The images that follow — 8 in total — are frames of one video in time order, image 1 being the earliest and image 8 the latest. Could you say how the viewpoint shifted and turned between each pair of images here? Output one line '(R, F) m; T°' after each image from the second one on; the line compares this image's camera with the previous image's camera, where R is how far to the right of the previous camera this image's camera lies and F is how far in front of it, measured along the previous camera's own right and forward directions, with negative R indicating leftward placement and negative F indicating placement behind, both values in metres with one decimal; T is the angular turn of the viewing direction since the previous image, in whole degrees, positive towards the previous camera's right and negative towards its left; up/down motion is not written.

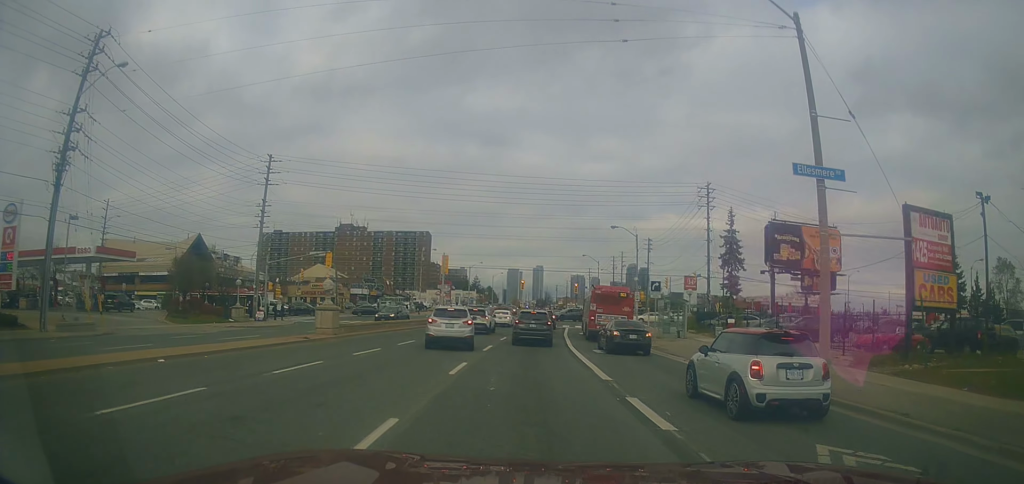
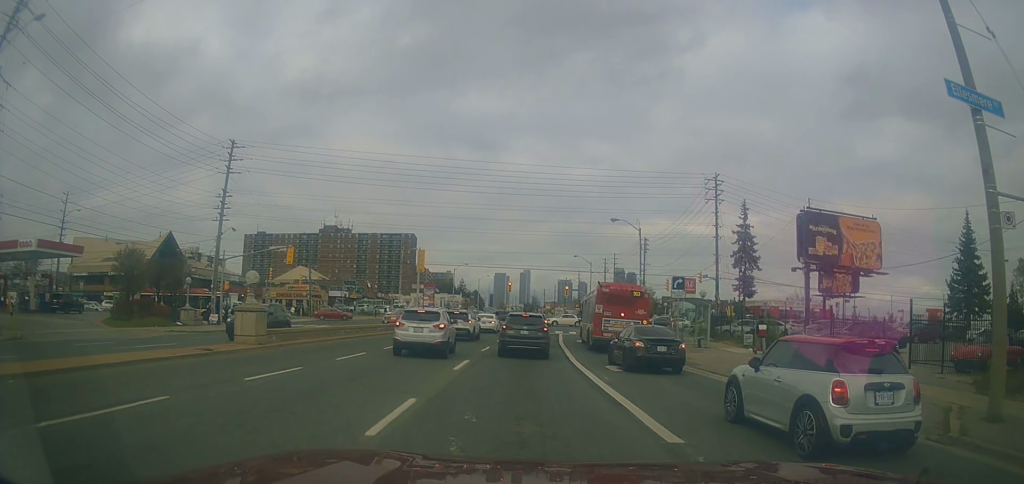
(-0.1, +7.4) m; +1°
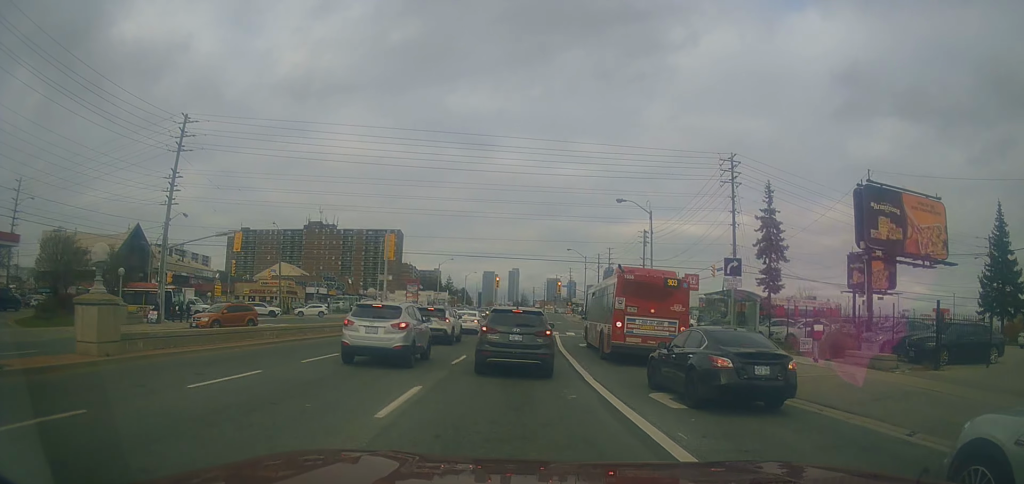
(+0.4, +8.3) m; +2°
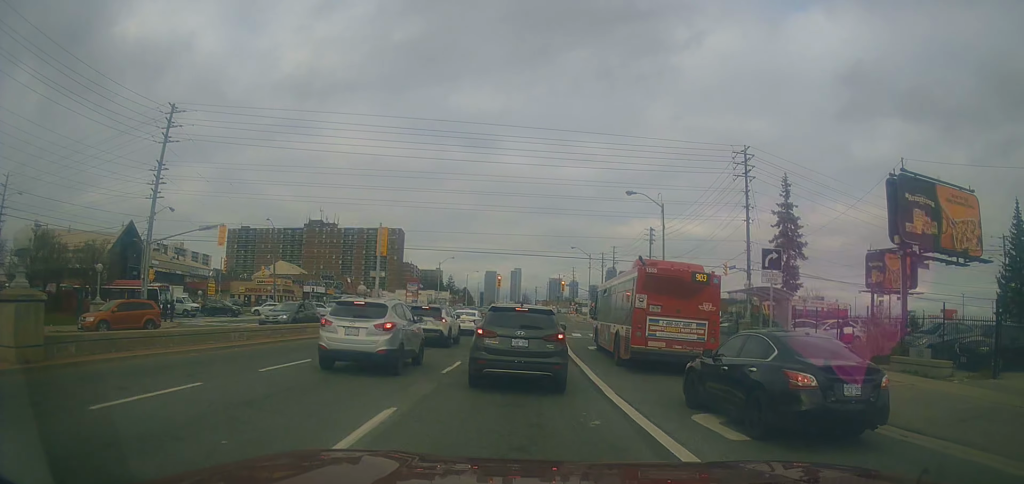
(0.0, +3.2) m; +1°
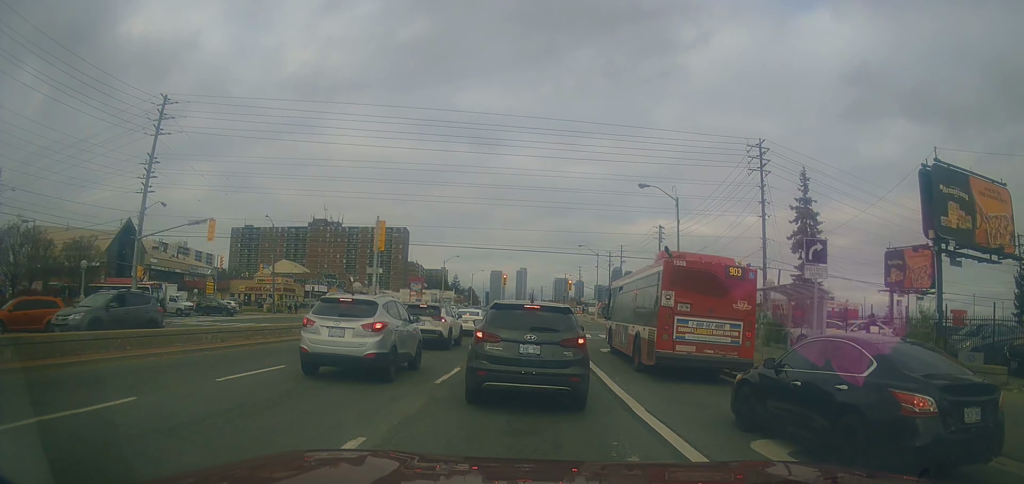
(+0.1, +2.8) m; +1°
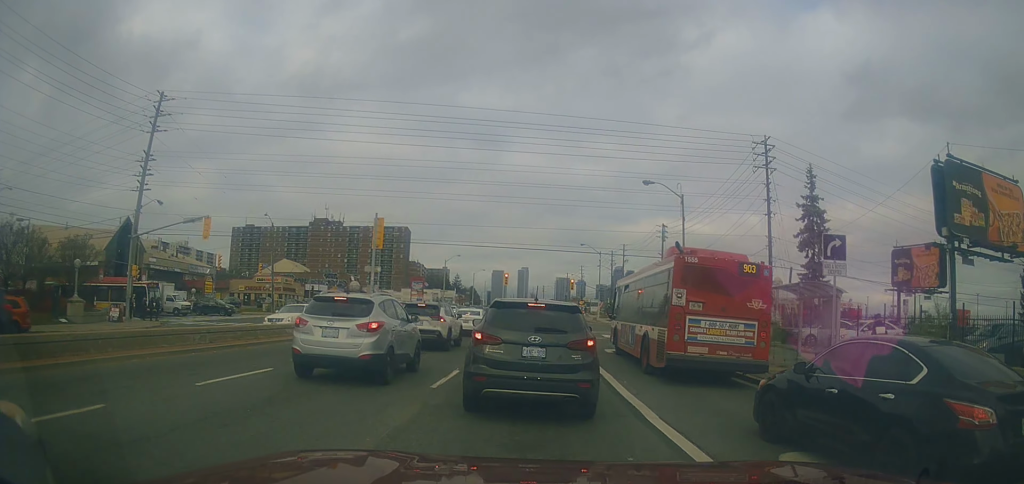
(+0.1, +1.1) m; 0°
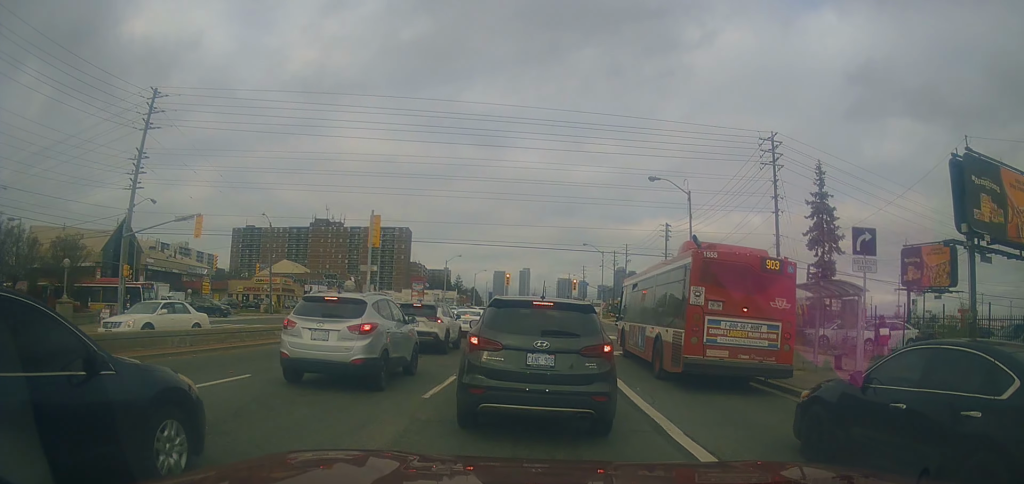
(-0.3, +1.9) m; 0°
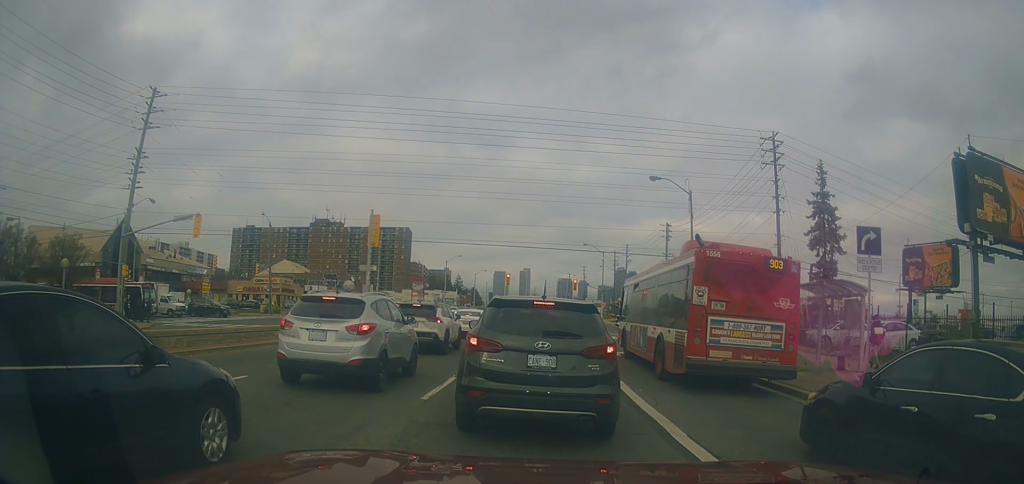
(-0.1, +0.3) m; 0°
